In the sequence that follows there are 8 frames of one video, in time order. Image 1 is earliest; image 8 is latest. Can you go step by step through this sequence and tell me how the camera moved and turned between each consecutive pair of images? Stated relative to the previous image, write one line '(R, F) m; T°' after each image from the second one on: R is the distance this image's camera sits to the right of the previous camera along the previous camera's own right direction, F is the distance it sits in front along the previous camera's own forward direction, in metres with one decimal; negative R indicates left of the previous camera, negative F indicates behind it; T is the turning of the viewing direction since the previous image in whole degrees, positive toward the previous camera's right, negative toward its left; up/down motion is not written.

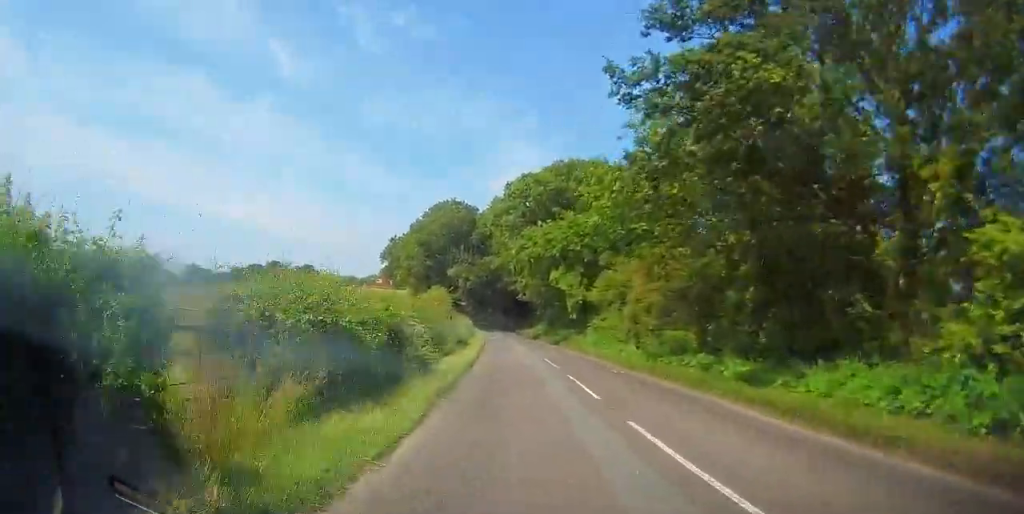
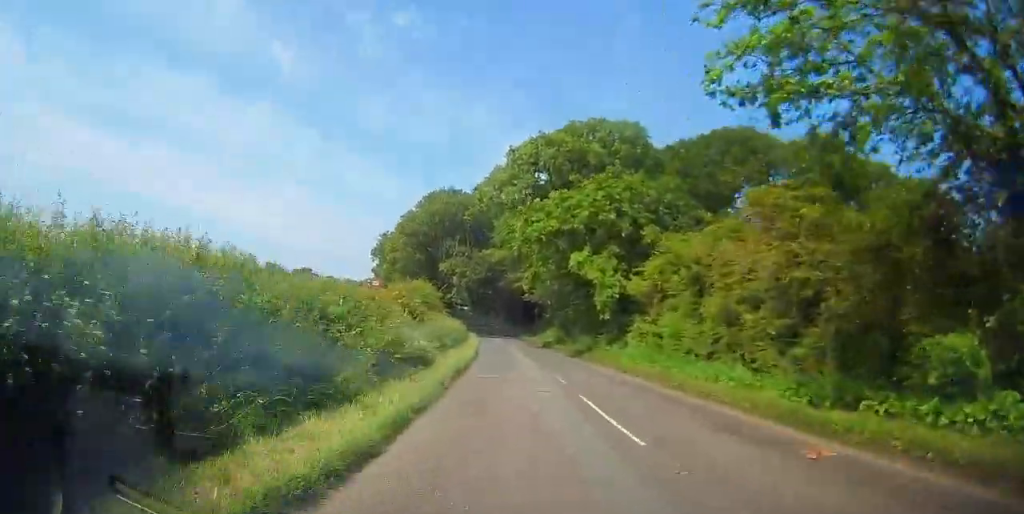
(0.0, +14.8) m; +1°
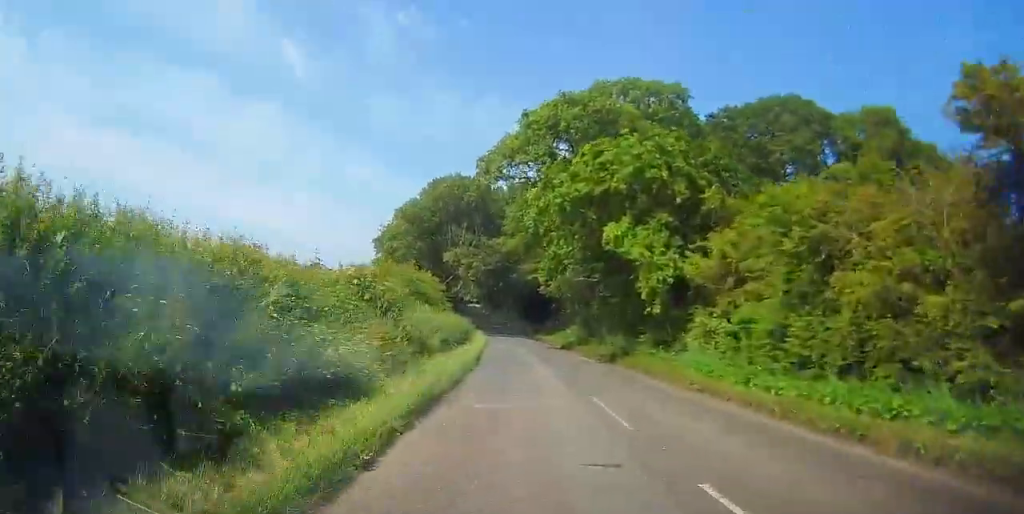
(0.0, +8.6) m; 0°
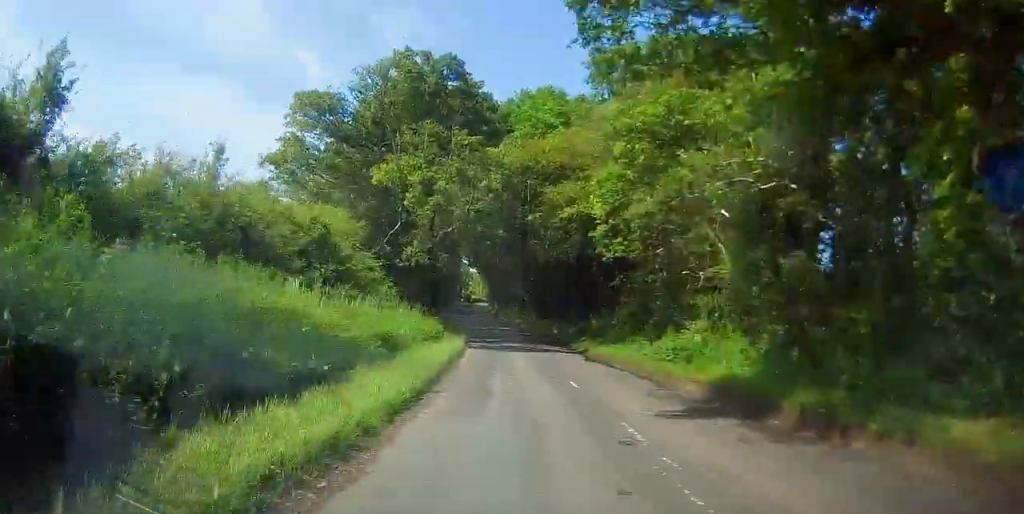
(-0.9, +36.1) m; -2°
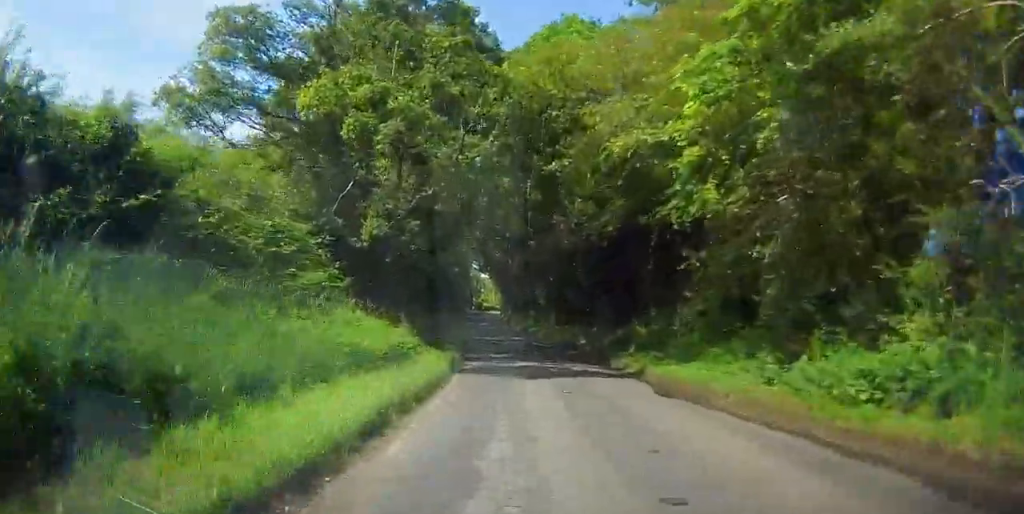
(-0.1, +11.7) m; -1°
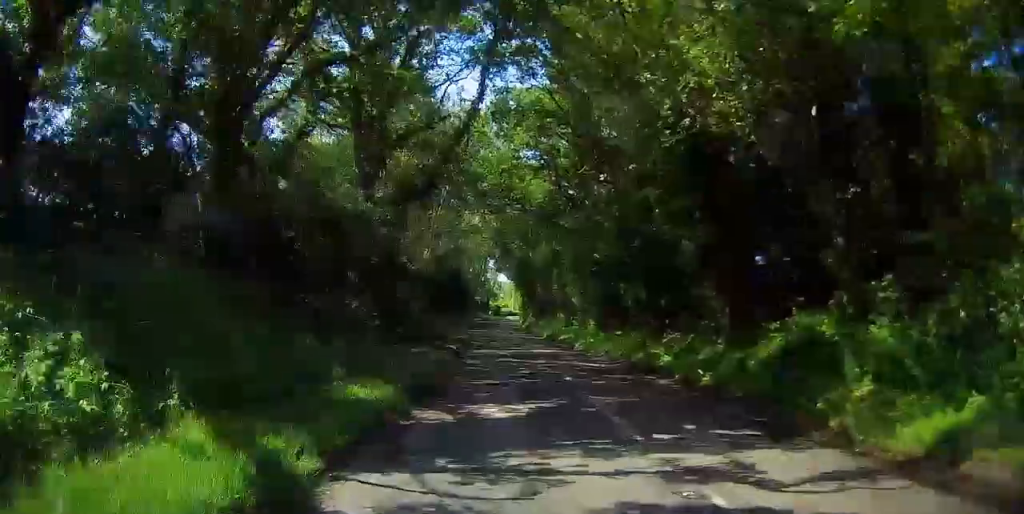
(-0.5, +18.1) m; -2°
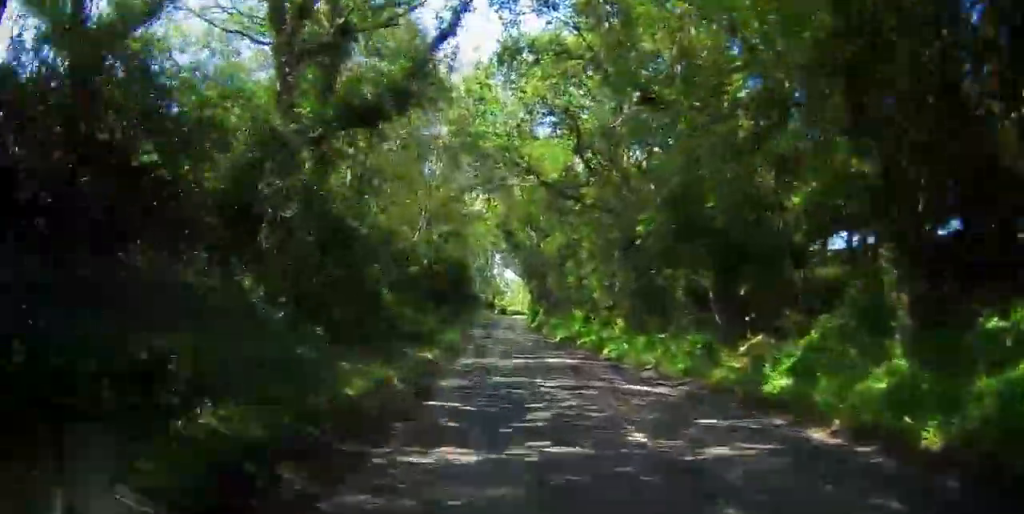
(-0.1, +9.2) m; 0°
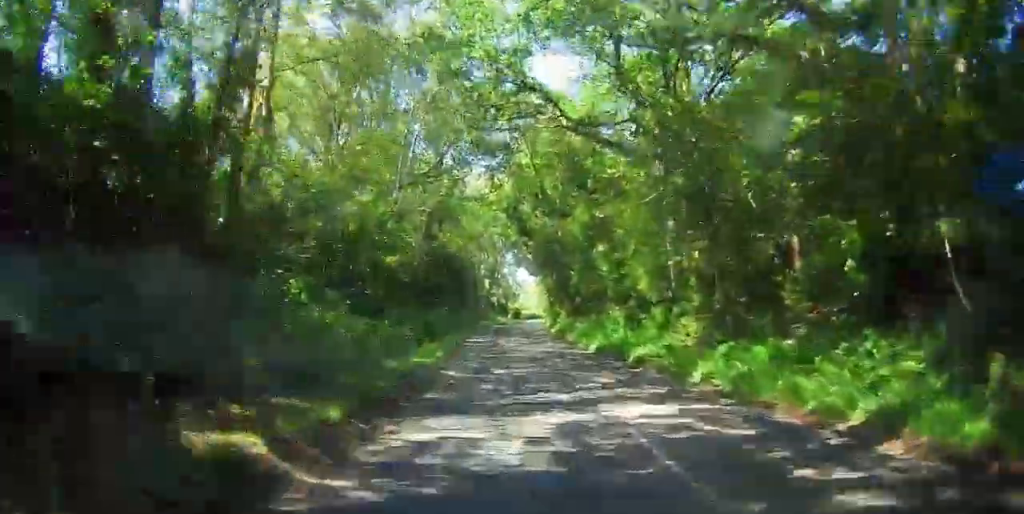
(0.0, +12.4) m; 0°
